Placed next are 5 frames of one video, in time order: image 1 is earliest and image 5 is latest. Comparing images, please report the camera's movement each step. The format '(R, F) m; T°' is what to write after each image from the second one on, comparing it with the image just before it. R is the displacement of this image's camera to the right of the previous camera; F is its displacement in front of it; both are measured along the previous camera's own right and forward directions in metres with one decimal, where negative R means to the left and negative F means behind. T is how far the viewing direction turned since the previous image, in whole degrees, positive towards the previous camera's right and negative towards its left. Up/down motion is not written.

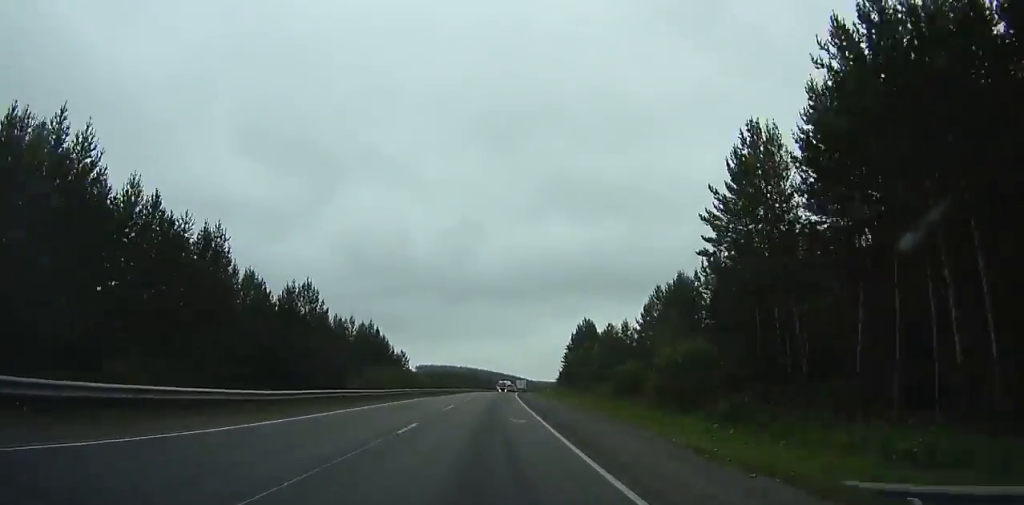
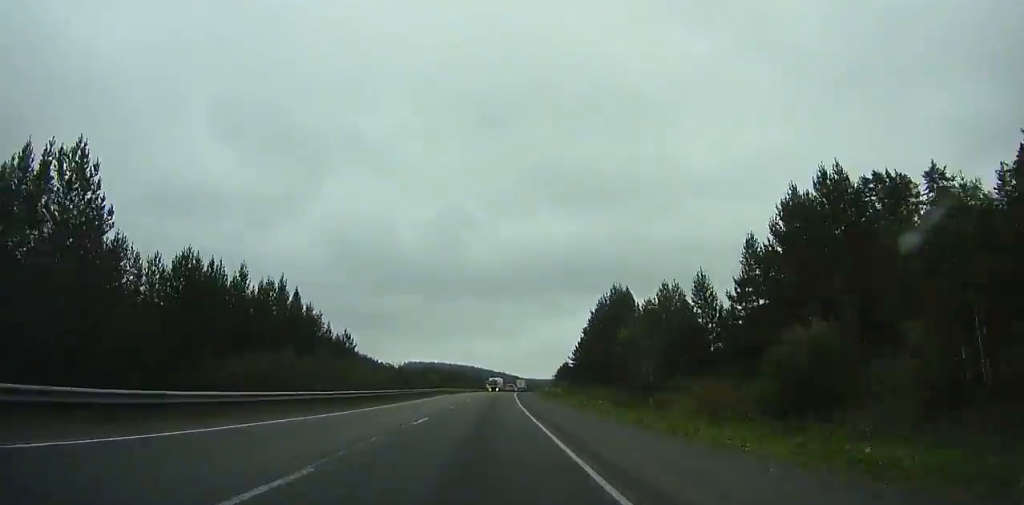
(+0.2, +33.2) m; +1°
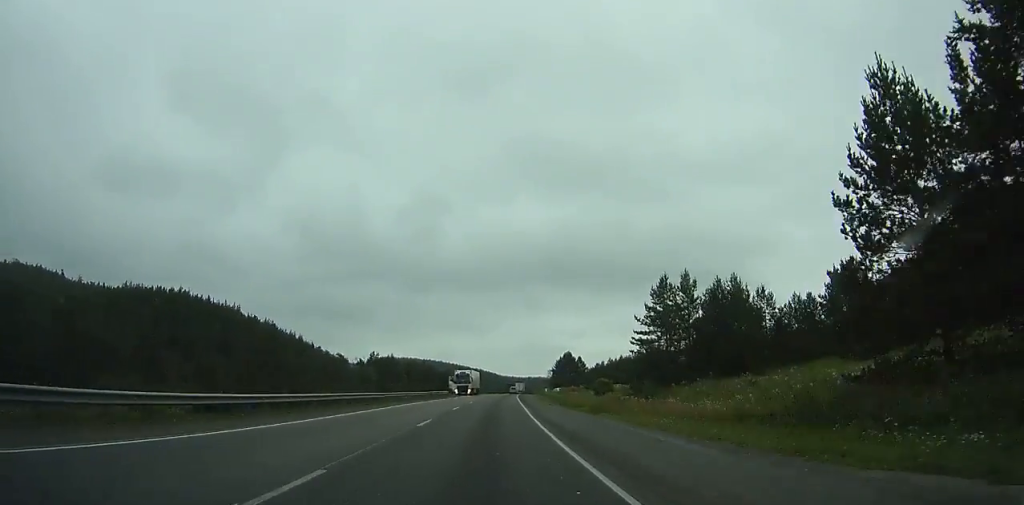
(+1.5, +72.4) m; +2°
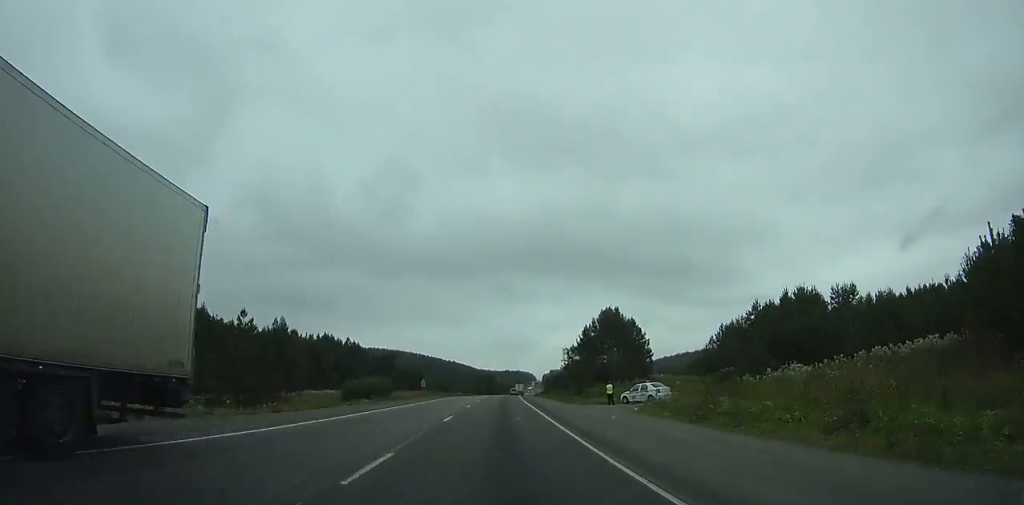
(+2.1, +98.0) m; +2°
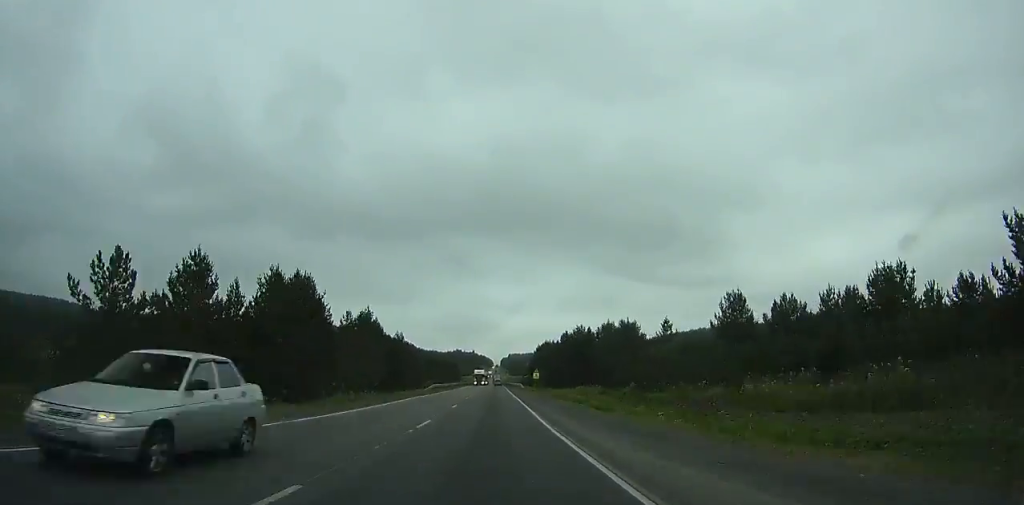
(+9.8, +212.9) m; +5°
